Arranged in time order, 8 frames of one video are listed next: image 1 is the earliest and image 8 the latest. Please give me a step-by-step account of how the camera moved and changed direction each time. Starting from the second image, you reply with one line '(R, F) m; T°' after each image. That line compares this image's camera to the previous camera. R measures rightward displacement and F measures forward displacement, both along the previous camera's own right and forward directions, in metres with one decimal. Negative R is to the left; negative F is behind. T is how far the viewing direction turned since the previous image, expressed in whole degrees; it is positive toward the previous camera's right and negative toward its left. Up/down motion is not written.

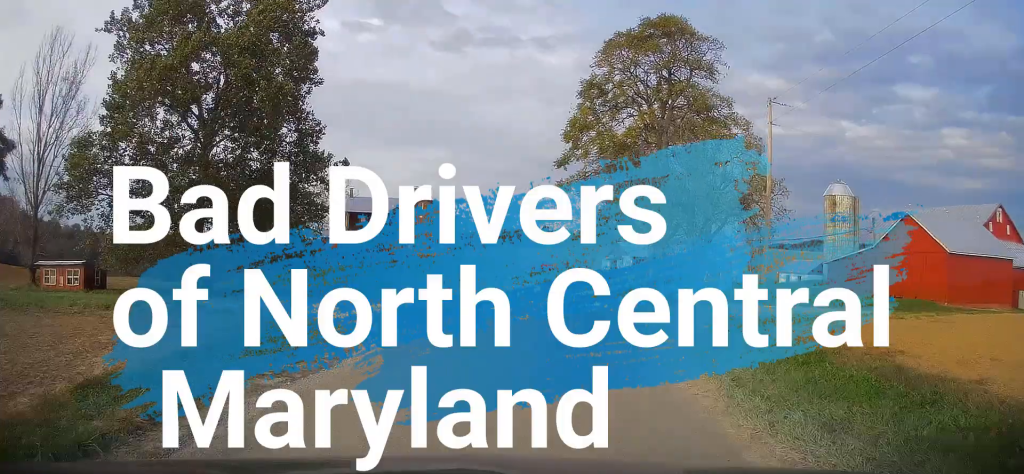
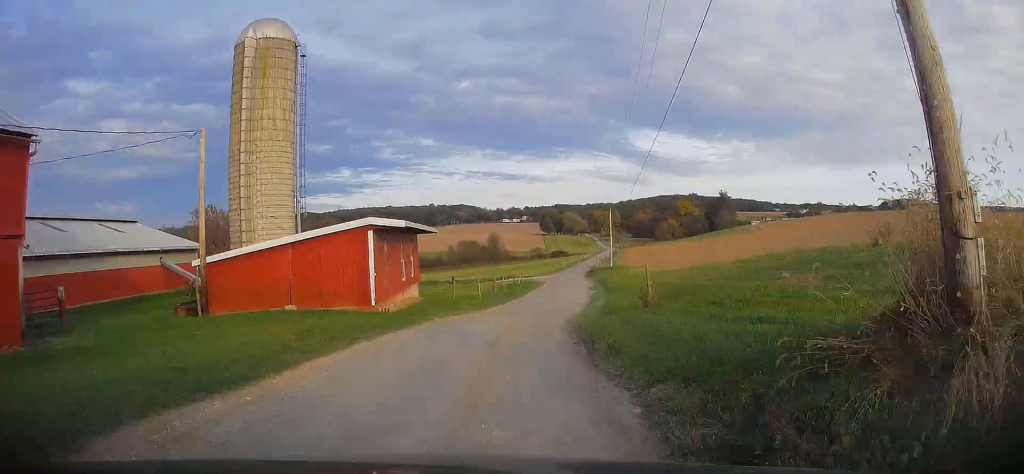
(+48.9, +43.2) m; +75°
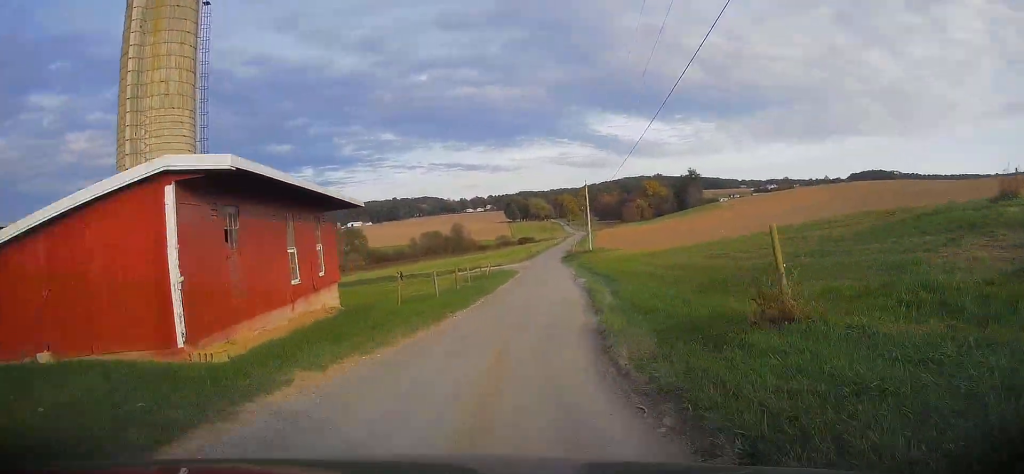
(+0.1, +10.5) m; +2°
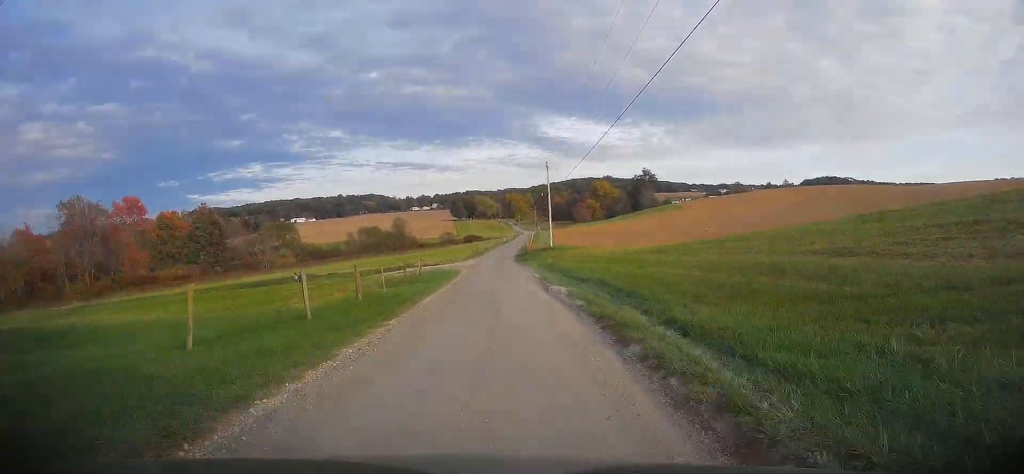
(+0.7, +14.8) m; +2°
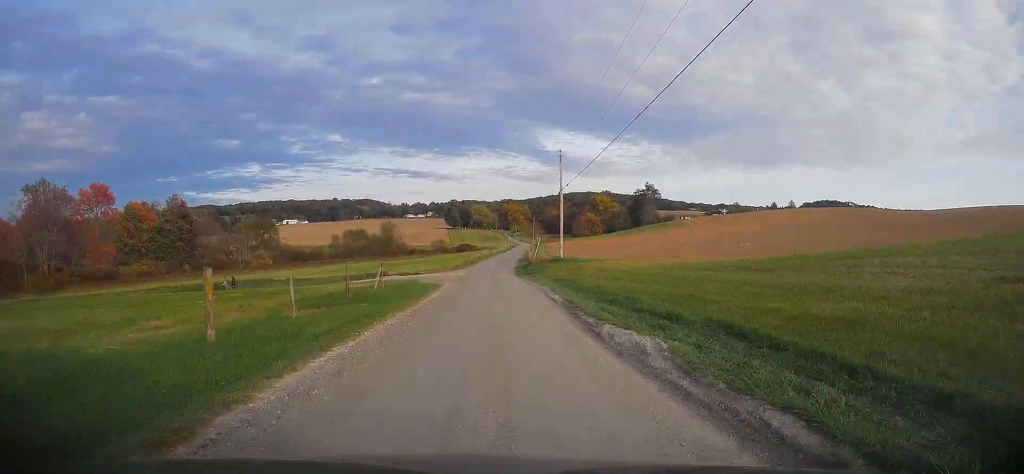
(+0.2, +13.1) m; +1°
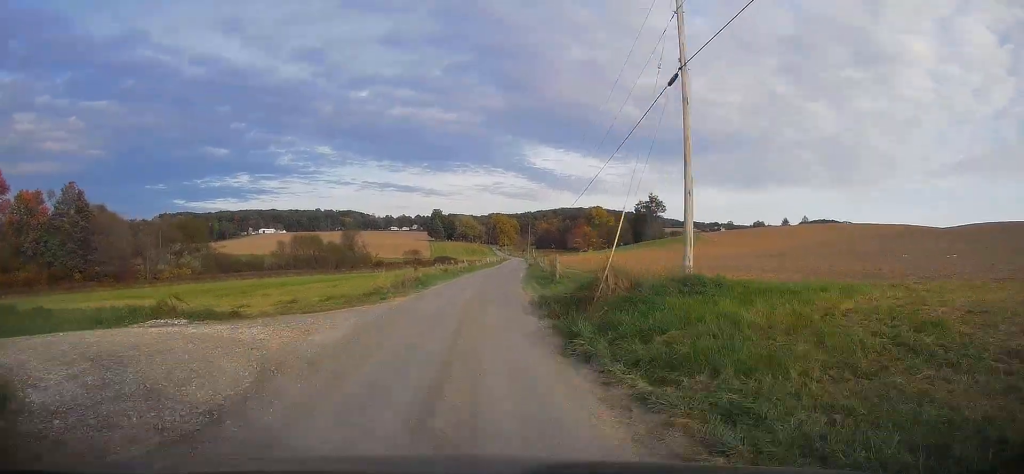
(+0.5, +34.0) m; +1°
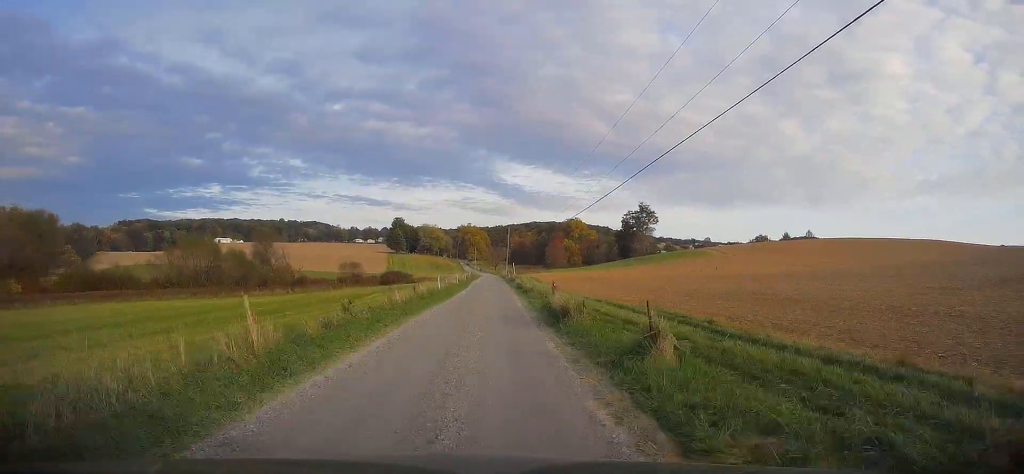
(+0.1, +40.1) m; 0°
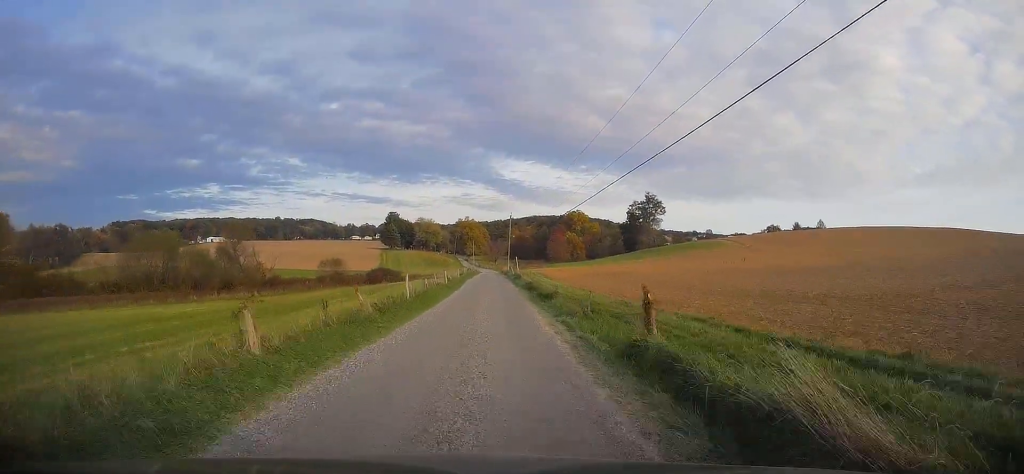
(0.0, +14.0) m; 0°
